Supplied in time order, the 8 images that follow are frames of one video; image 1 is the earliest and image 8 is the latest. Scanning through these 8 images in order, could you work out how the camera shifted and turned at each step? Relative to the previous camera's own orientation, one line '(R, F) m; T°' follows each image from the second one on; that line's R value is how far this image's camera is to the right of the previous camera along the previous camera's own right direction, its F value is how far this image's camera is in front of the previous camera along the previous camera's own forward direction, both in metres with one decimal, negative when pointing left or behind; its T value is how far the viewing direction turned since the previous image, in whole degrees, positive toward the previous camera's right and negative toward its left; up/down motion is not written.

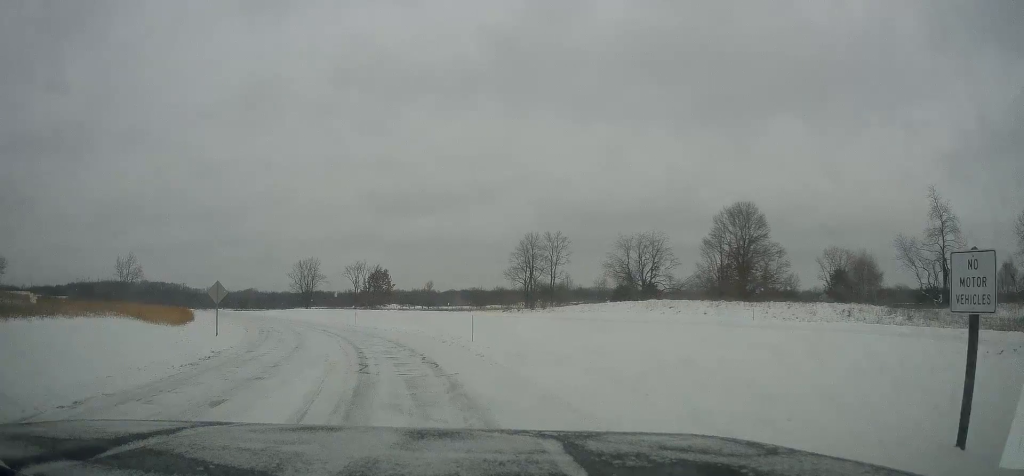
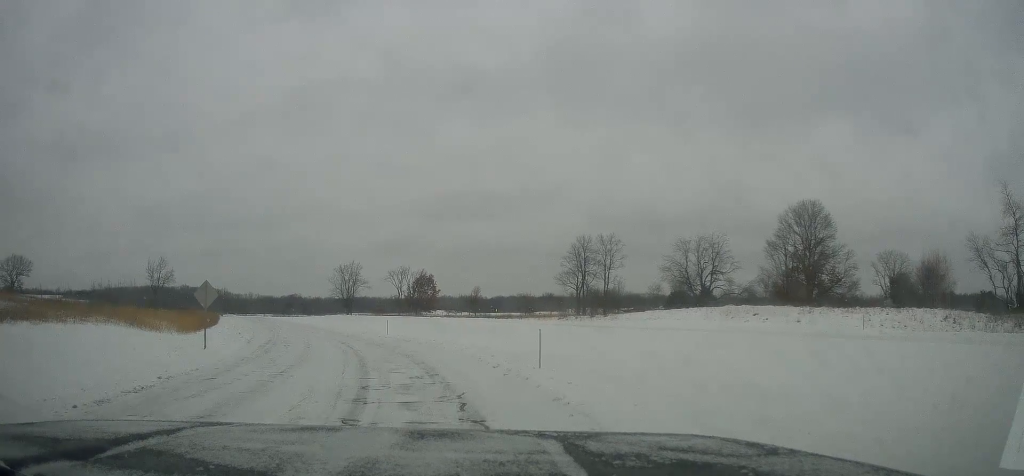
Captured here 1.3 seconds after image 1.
(+0.4, +7.0) m; -1°
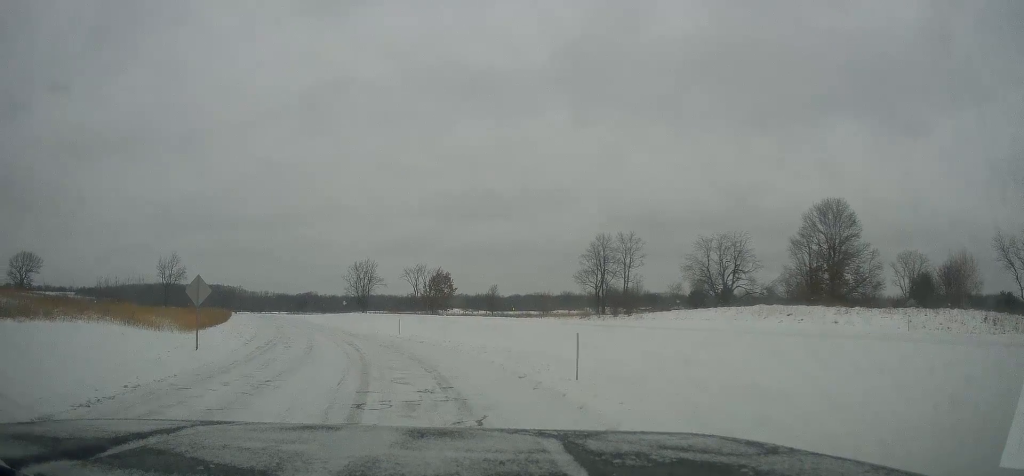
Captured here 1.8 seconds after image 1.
(-0.4, +2.4) m; -1°
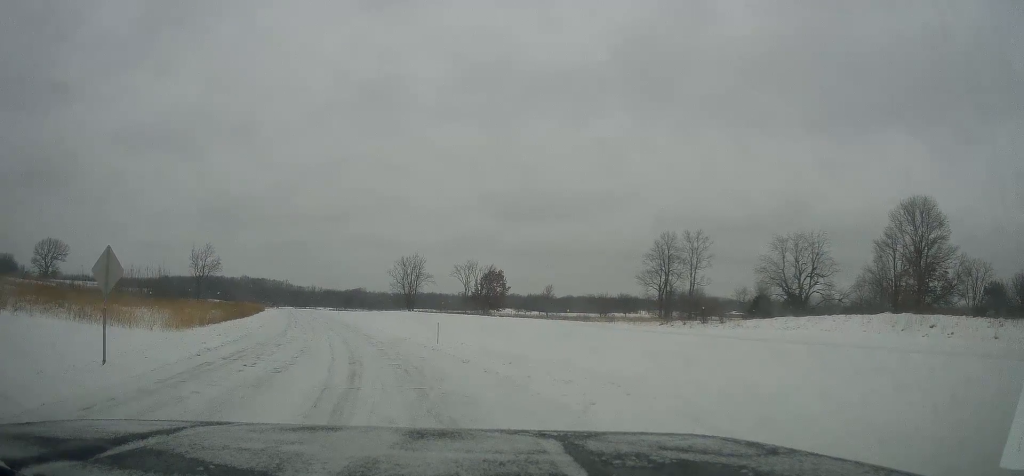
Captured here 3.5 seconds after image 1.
(+0.2, +9.2) m; -3°
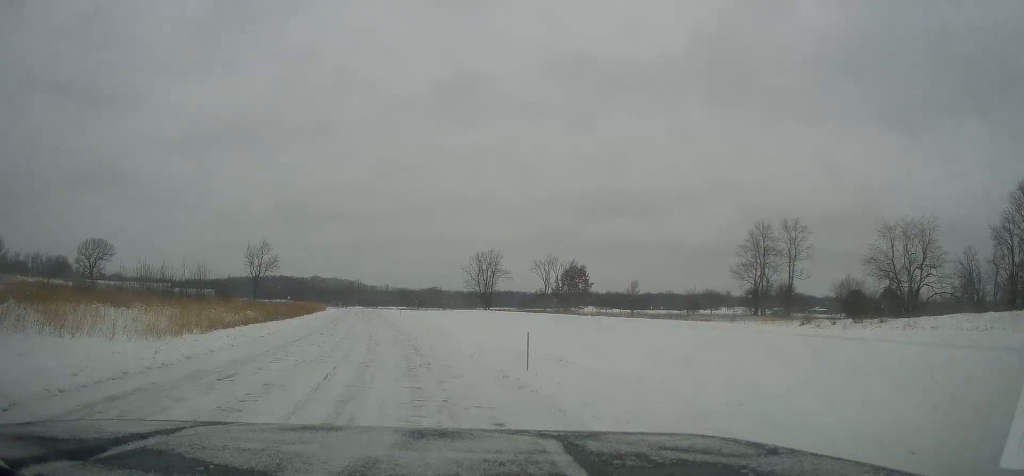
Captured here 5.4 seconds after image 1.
(-1.9, +10.4) m; -10°
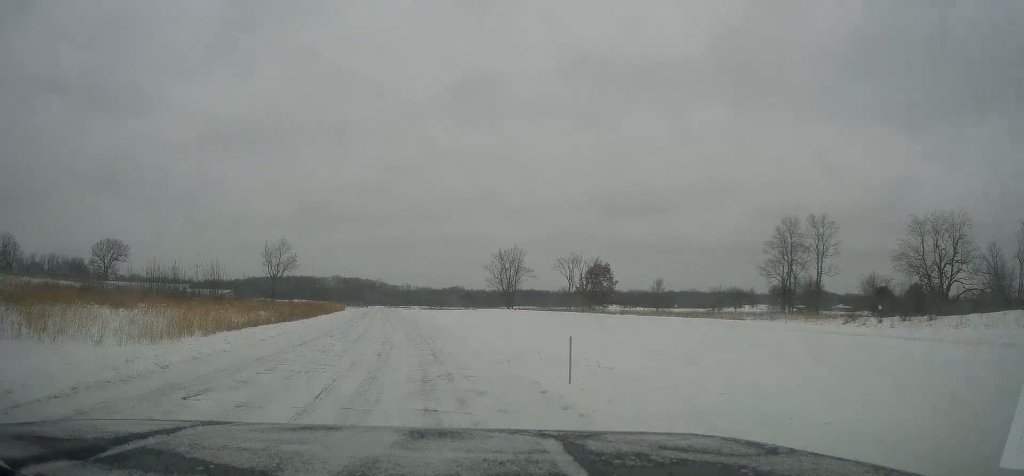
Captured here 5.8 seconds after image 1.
(+0.3, +2.6) m; 0°
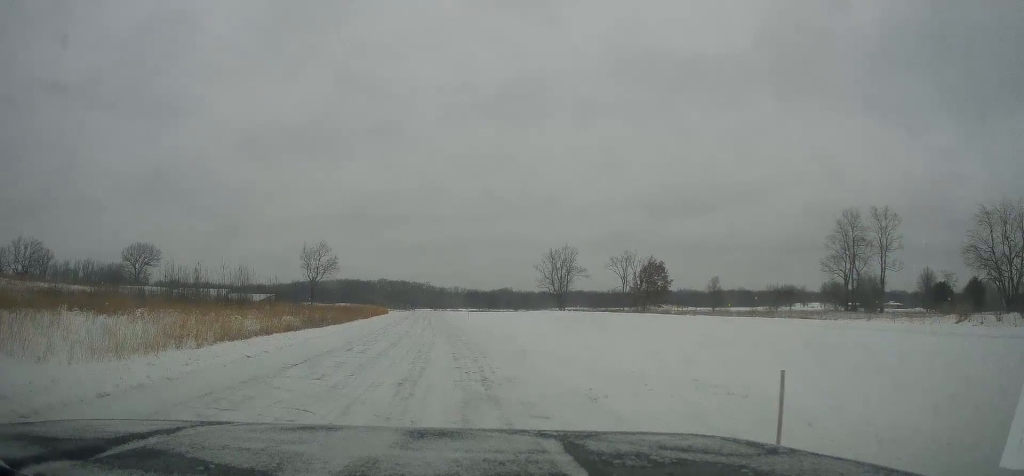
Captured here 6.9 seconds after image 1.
(-0.2, +6.4) m; -3°
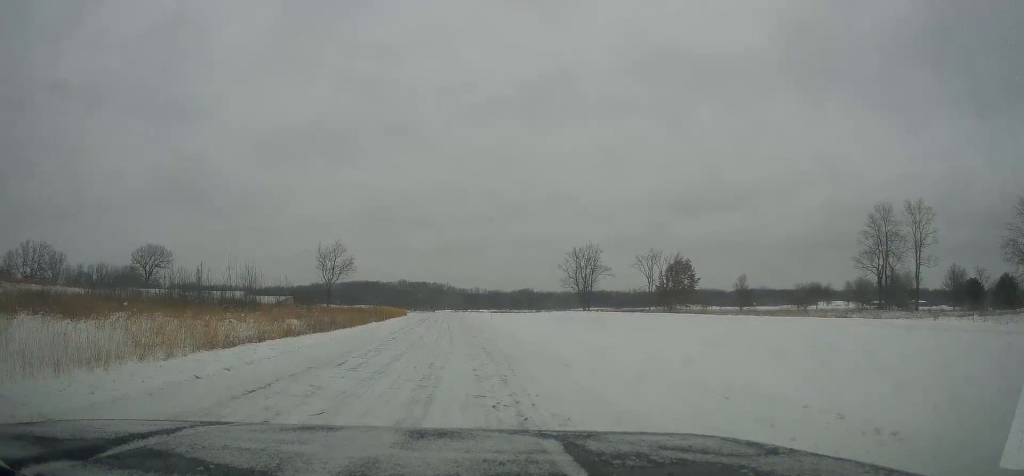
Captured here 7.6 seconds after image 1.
(-0.1, +4.6) m; -1°
